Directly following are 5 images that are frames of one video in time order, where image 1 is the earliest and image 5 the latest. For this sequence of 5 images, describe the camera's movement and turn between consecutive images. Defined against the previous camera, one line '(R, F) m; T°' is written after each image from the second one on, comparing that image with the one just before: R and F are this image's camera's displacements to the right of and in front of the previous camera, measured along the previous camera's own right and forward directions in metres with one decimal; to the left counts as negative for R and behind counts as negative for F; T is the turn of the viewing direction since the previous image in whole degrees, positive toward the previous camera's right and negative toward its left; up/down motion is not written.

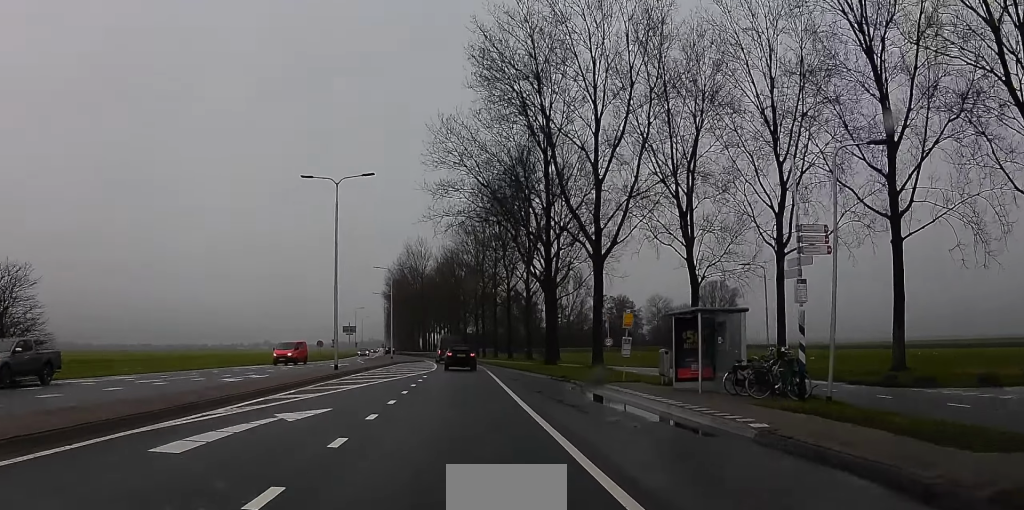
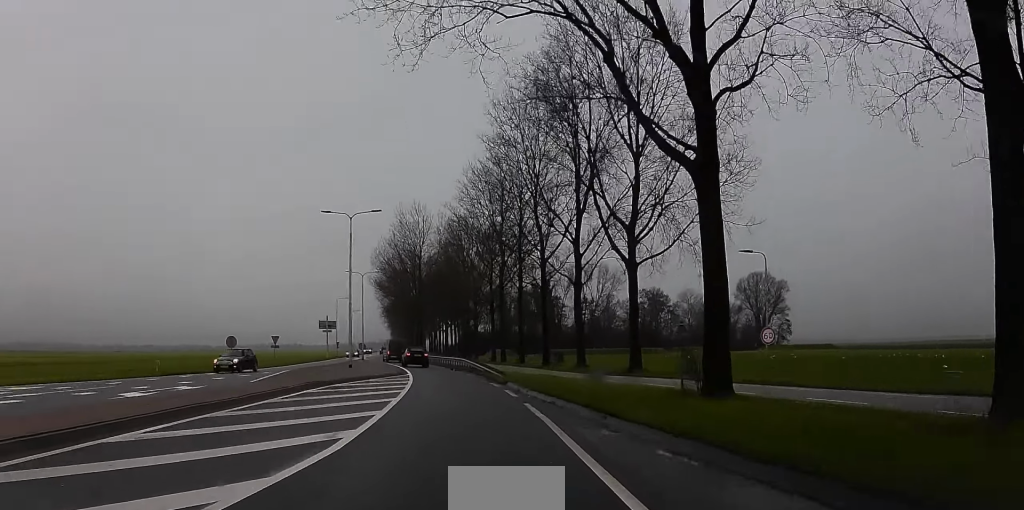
(+0.3, +35.3) m; -1°
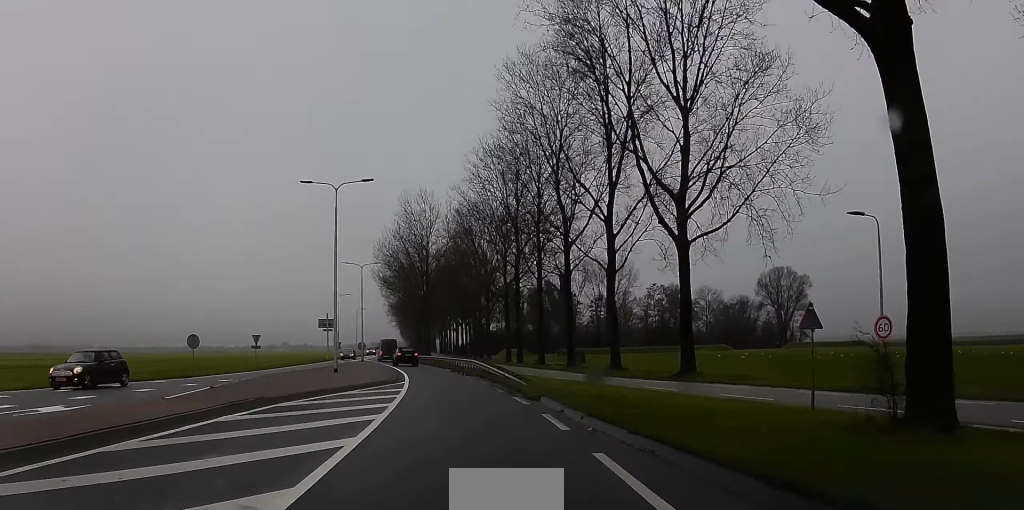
(-0.2, +9.2) m; -1°
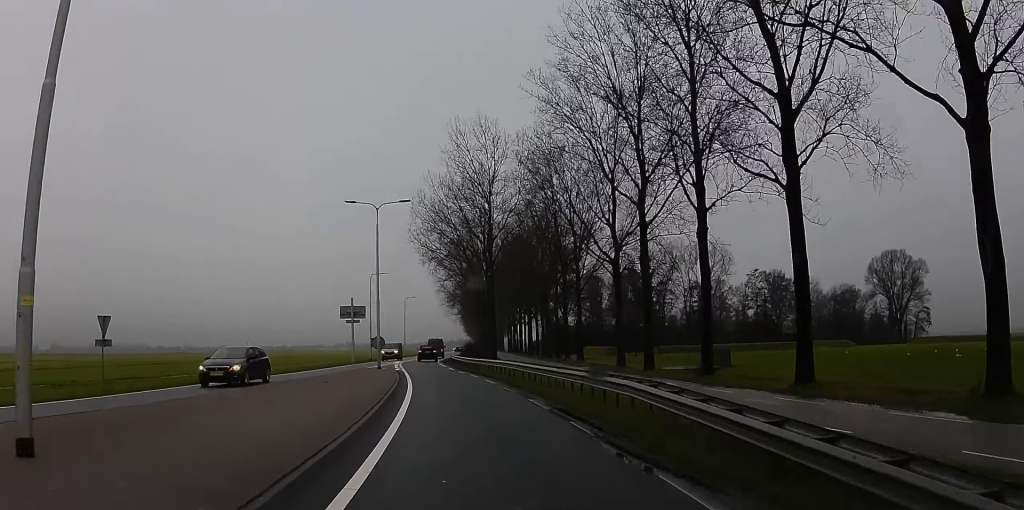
(-0.3, +31.0) m; -5°
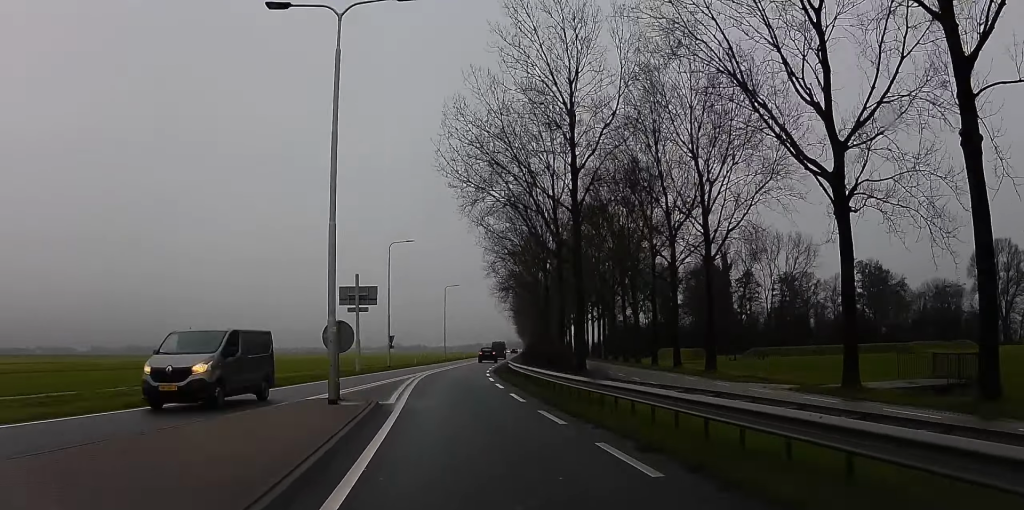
(-1.7, +27.6) m; -4°
